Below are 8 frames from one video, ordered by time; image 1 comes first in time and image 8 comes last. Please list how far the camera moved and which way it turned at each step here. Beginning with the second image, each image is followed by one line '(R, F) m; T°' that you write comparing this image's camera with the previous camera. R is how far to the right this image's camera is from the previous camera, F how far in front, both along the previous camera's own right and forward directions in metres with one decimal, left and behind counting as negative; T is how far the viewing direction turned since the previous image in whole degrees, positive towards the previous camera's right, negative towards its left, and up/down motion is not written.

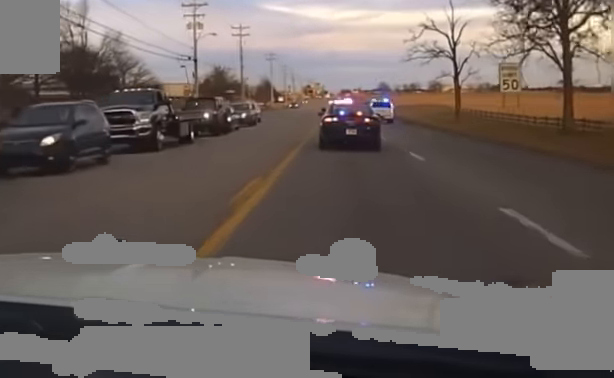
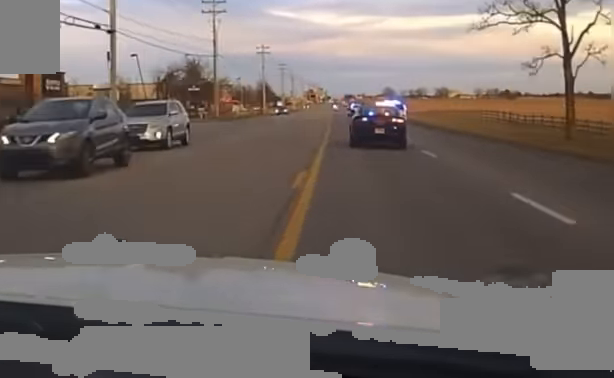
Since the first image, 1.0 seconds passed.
(0.0, +34.9) m; 0°
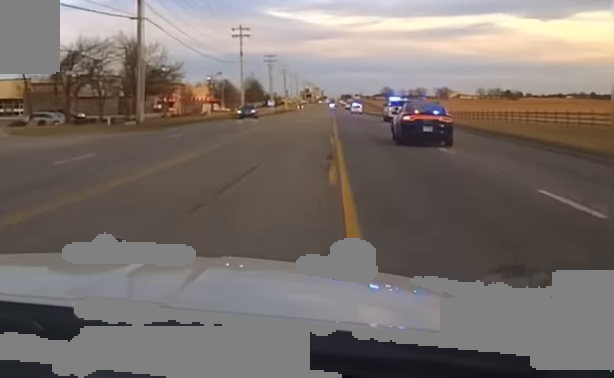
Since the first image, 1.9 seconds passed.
(0.0, +37.6) m; 0°
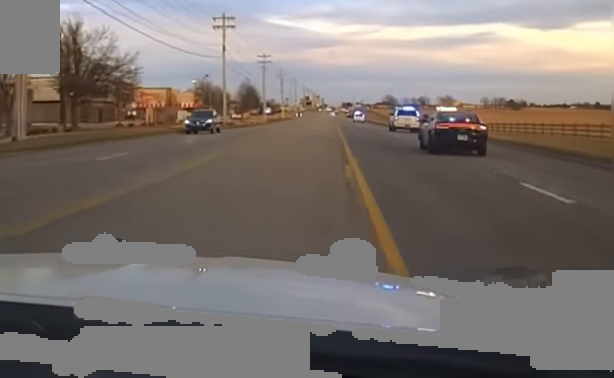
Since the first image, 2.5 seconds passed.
(0.0, +23.9) m; 0°
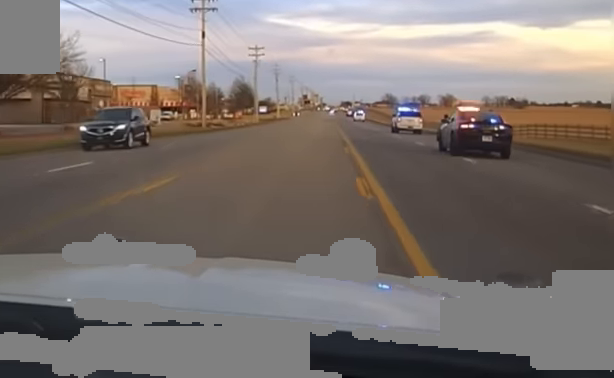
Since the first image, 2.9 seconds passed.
(0.0, +17.5) m; 0°
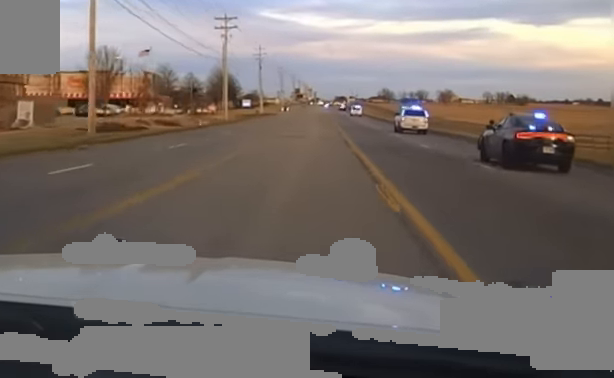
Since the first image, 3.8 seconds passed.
(+0.1, +37.5) m; +1°
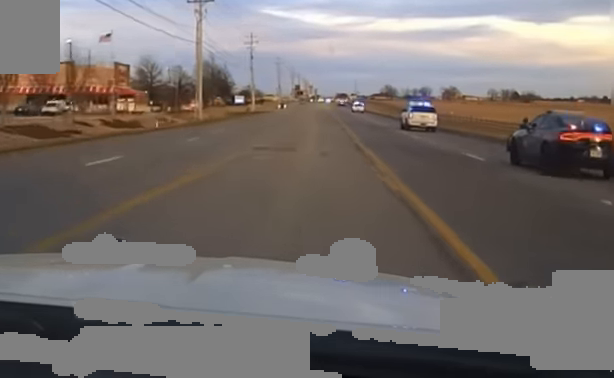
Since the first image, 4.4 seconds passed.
(+0.1, +20.0) m; 0°
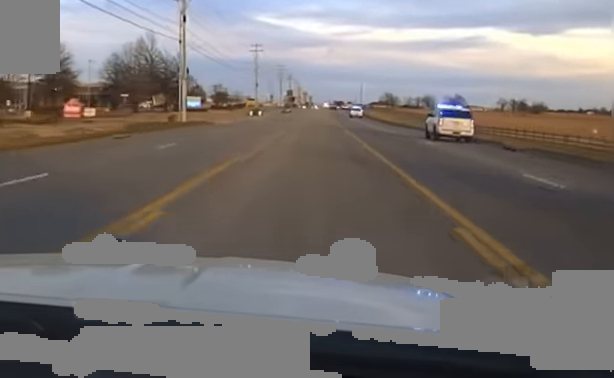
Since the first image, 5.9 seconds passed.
(-0.1, +63.0) m; 0°
